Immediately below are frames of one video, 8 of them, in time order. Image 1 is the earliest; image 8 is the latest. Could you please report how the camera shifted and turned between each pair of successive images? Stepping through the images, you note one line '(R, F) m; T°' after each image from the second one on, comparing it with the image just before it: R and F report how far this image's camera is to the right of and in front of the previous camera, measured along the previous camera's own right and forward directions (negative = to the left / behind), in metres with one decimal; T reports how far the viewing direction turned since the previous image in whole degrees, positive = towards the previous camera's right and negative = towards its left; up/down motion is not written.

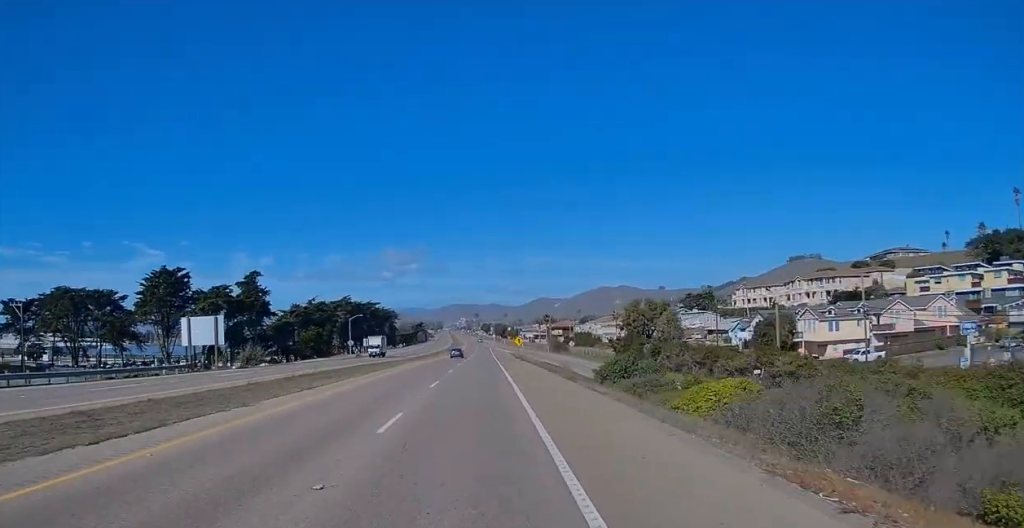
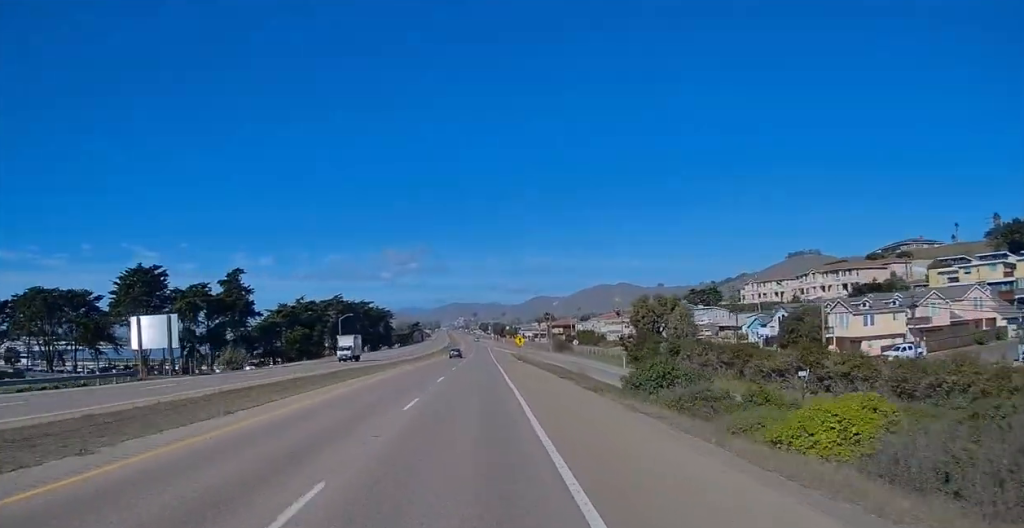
(0.0, +8.9) m; 0°
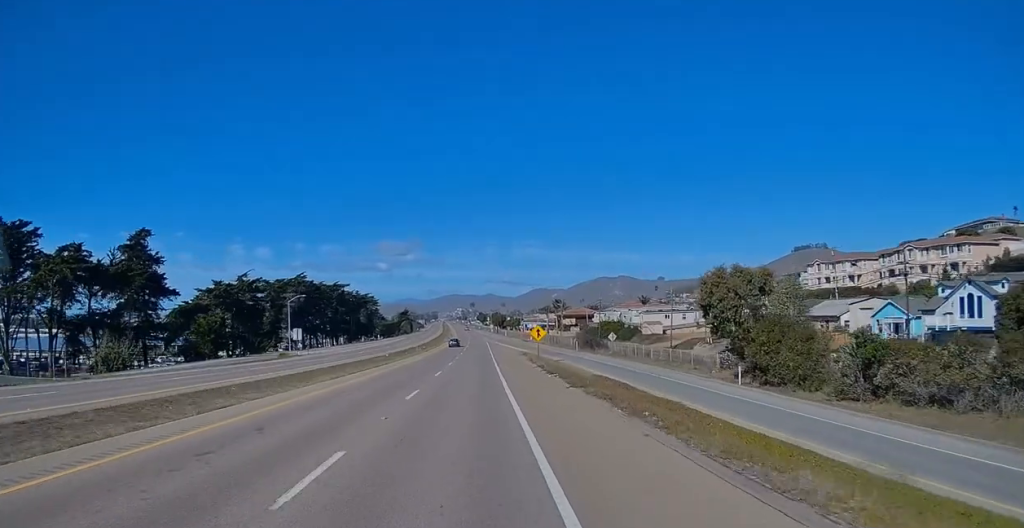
(+0.2, +39.2) m; 0°
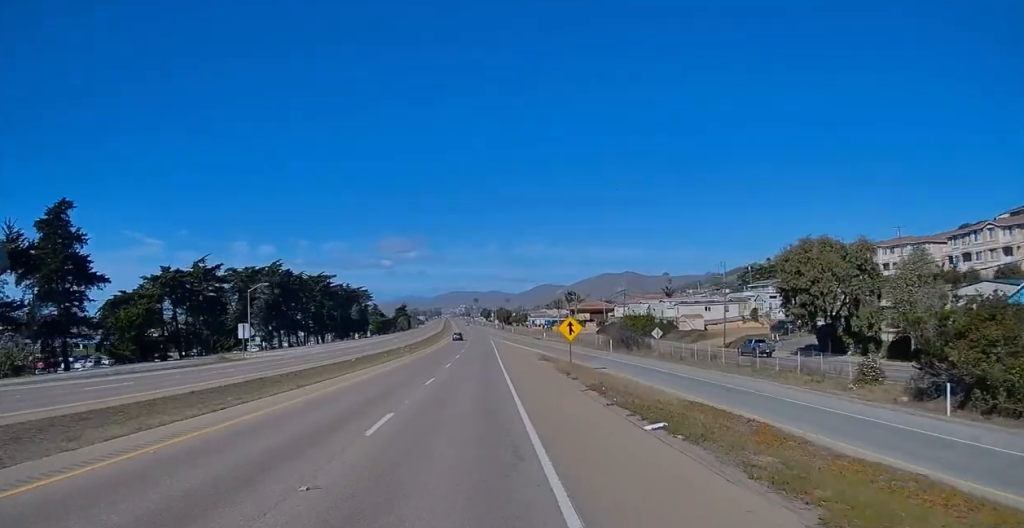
(0.0, +22.8) m; -1°
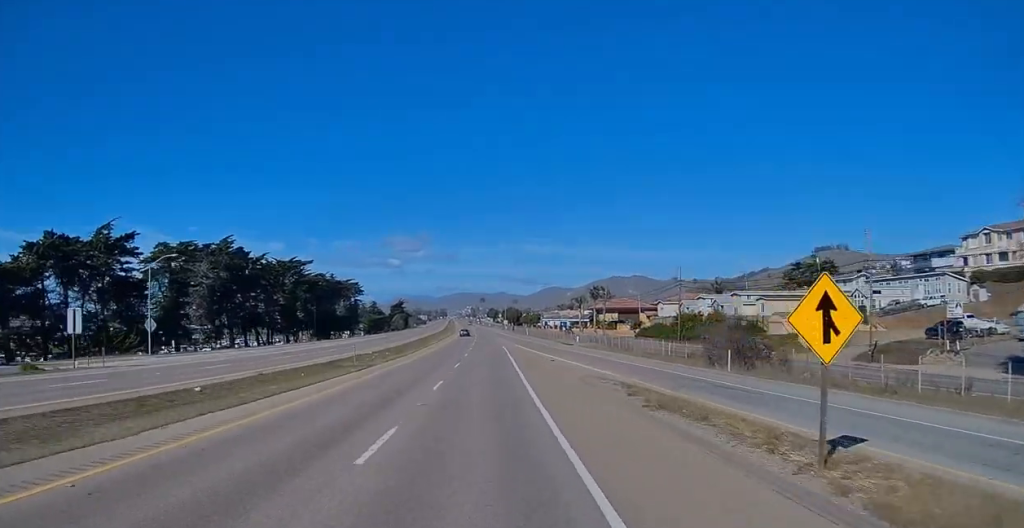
(-0.1, +33.8) m; 0°
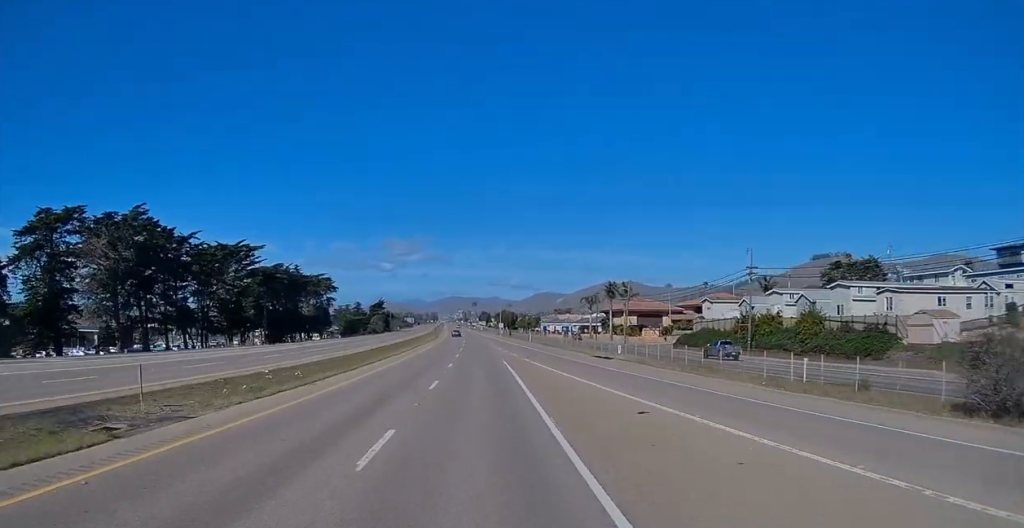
(-0.1, +27.6) m; 0°
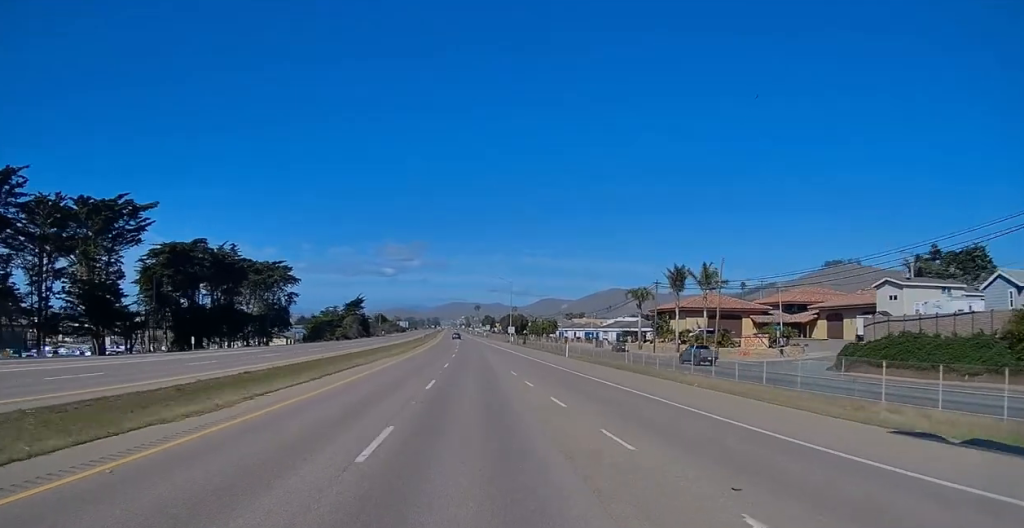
(+0.5, +42.3) m; +1°
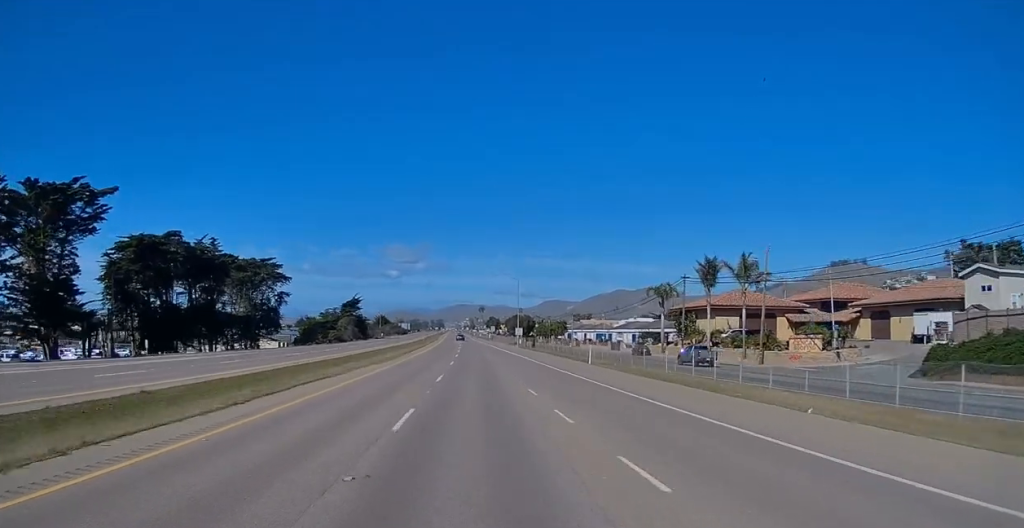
(-0.1, +11.1) m; -1°
